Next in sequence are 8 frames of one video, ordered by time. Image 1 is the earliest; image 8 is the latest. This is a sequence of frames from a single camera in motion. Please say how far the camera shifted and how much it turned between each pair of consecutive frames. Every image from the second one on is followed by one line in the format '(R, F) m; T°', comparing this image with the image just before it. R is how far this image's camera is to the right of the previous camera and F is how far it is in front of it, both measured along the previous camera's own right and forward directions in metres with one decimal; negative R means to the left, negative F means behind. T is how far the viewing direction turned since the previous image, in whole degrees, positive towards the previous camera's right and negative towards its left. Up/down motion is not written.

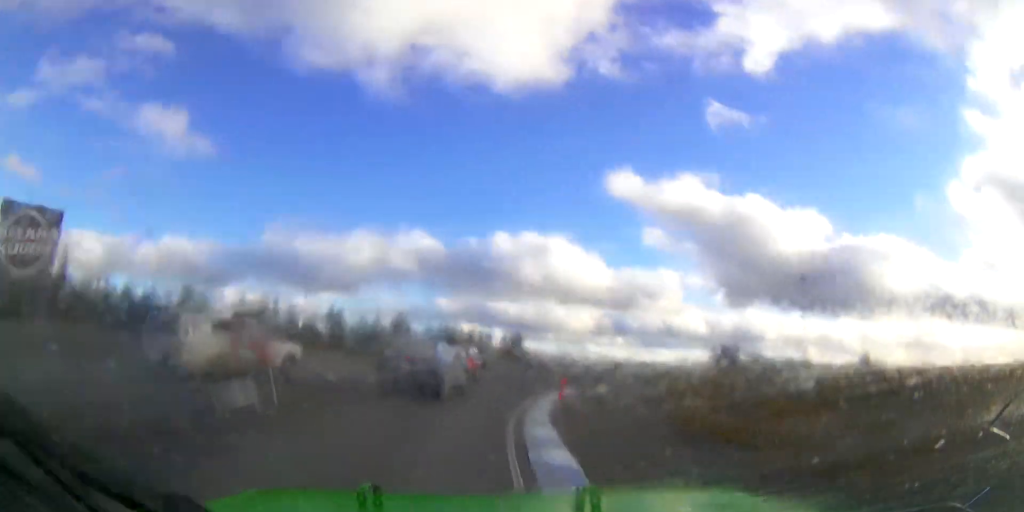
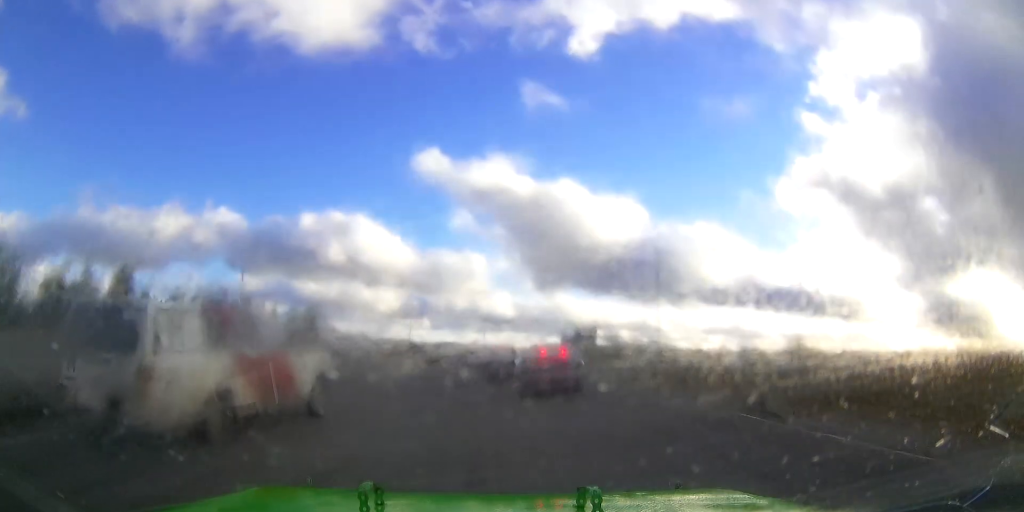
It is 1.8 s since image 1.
(+9.9, +41.8) m; +24°
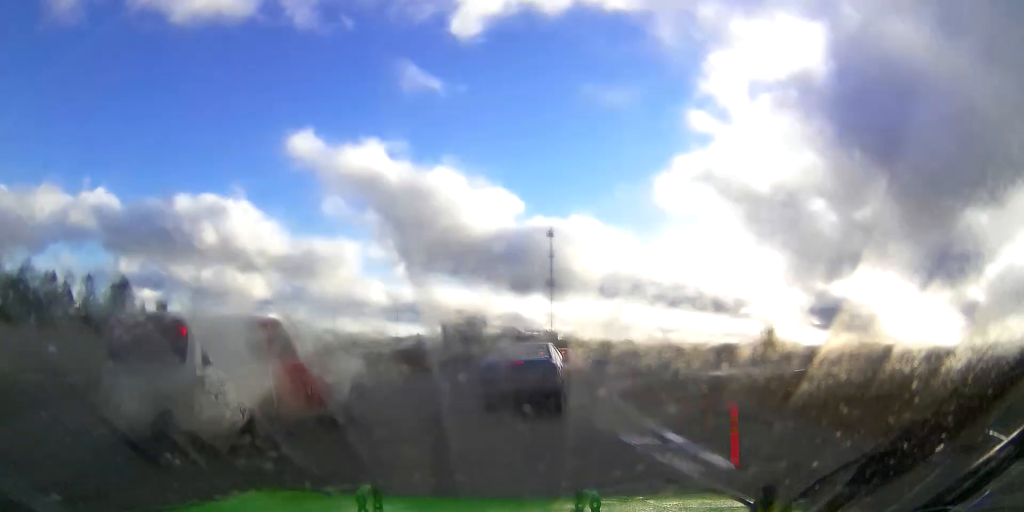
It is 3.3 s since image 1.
(+5.5, +26.6) m; +23°
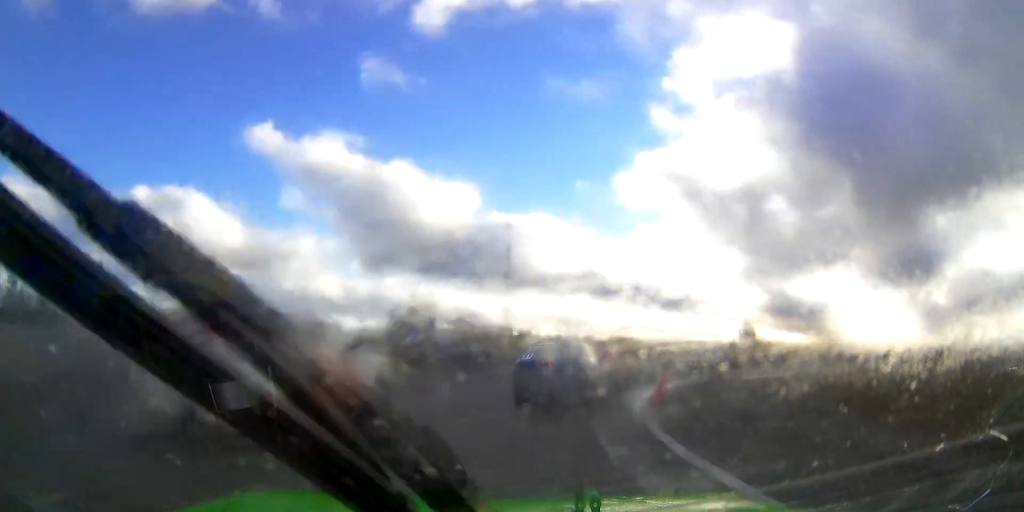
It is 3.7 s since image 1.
(+0.7, +7.4) m; +7°
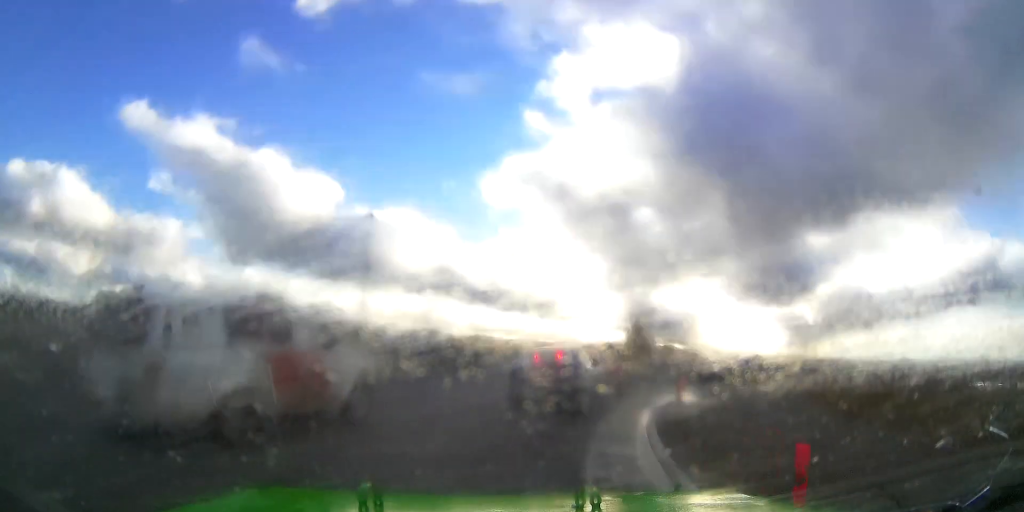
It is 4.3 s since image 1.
(+0.2, +8.8) m; +14°
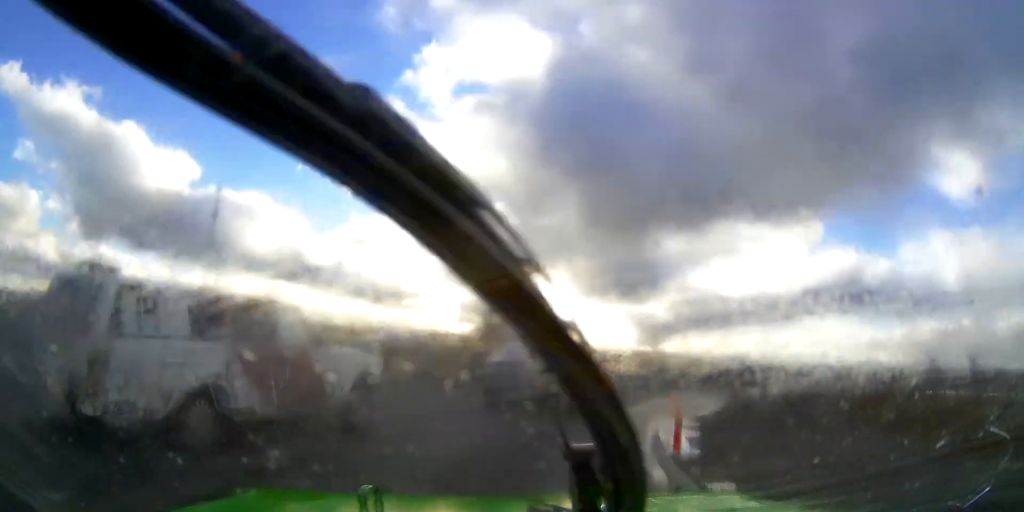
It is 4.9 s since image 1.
(0.0, +7.7) m; +16°
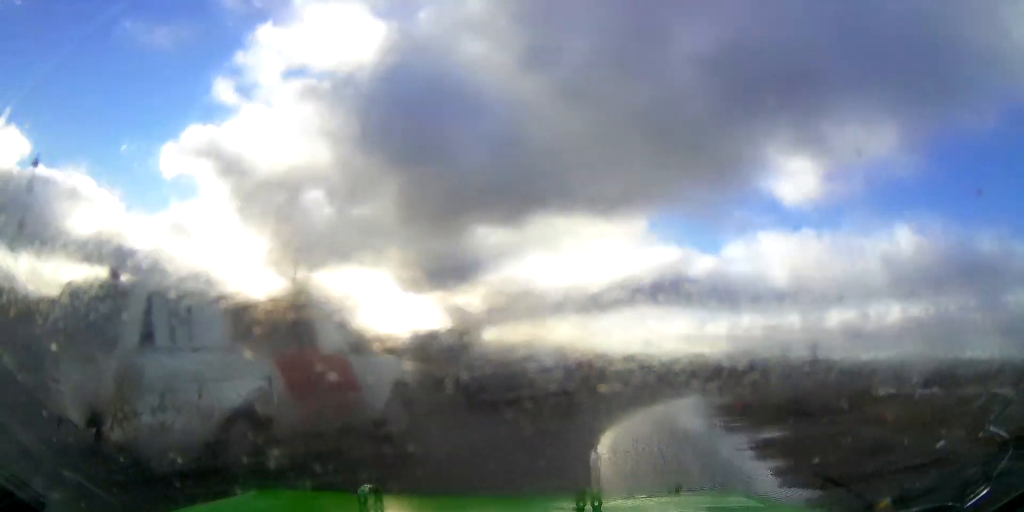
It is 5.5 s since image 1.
(+2.5, +8.4) m; +24°
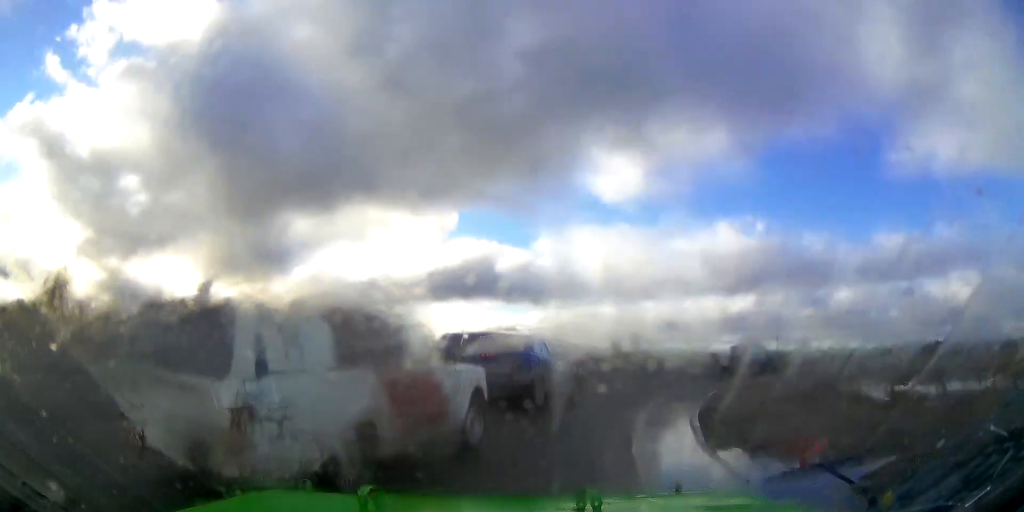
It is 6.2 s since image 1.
(+2.1, +8.5) m; +21°
